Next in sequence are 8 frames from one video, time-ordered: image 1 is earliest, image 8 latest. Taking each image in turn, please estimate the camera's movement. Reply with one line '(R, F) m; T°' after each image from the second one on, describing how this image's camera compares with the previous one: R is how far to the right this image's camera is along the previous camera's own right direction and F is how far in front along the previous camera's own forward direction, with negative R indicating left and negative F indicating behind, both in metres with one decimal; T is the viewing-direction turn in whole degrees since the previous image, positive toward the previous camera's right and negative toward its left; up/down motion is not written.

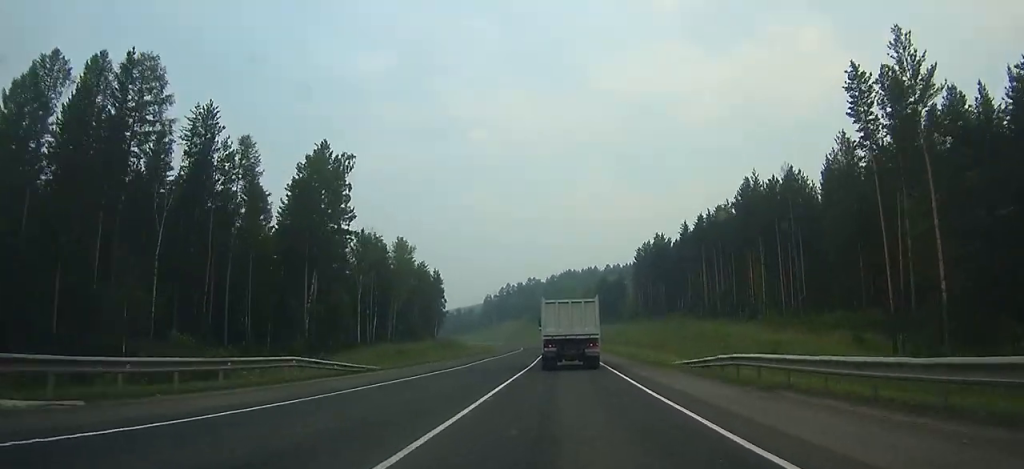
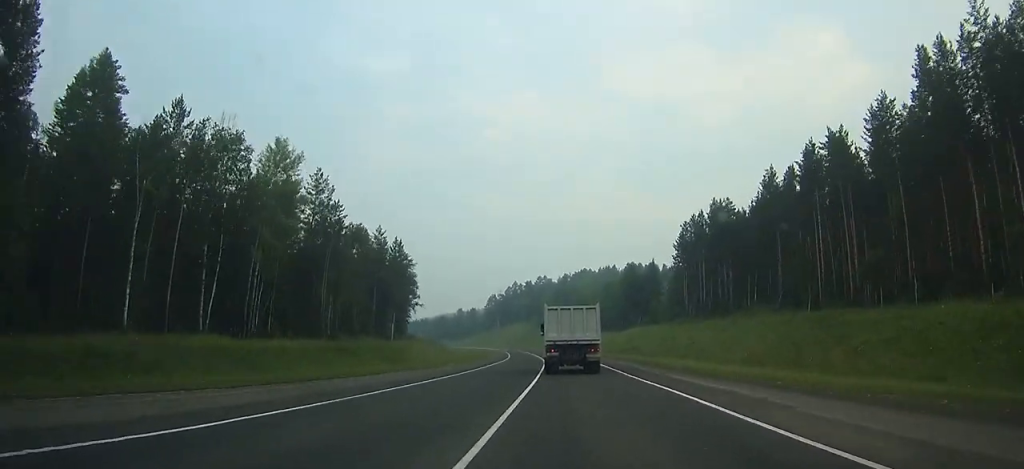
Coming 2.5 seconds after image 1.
(-0.3, +57.1) m; -1°
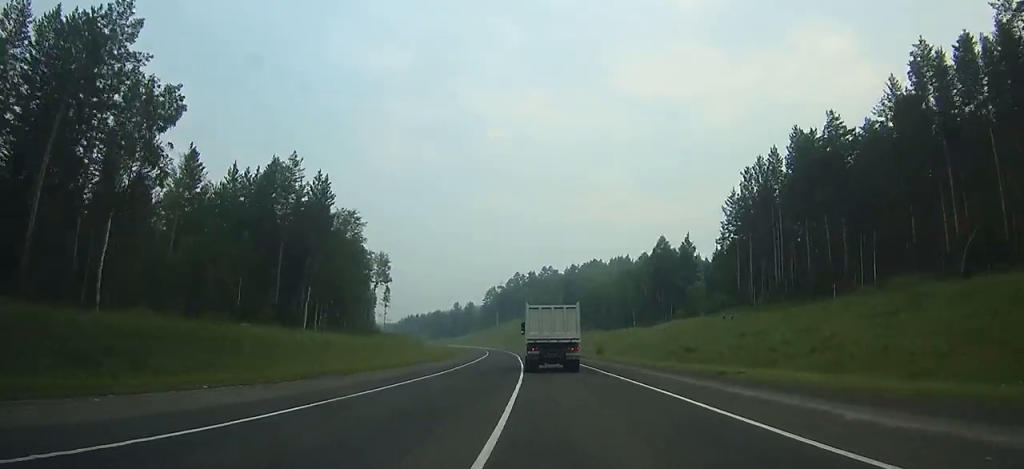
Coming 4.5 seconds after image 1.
(0.0, +44.5) m; -2°
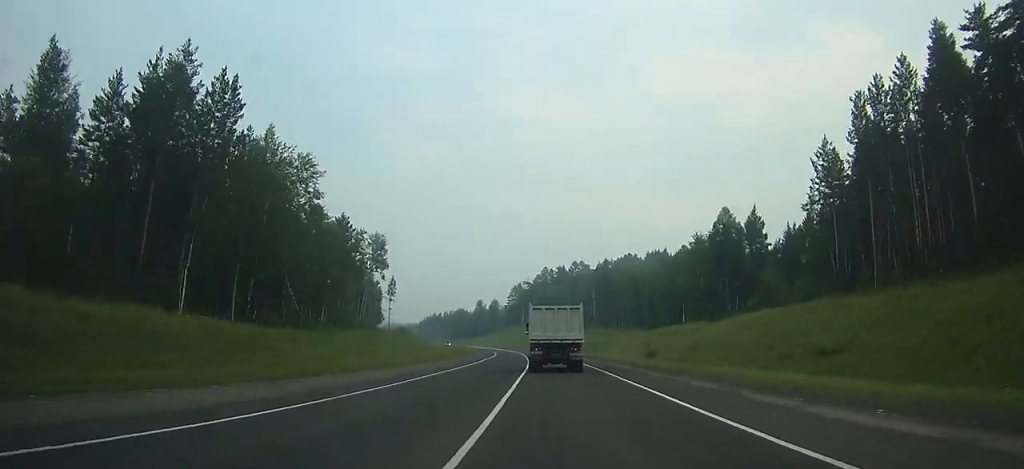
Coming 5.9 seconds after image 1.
(-0.8, +30.3) m; -2°
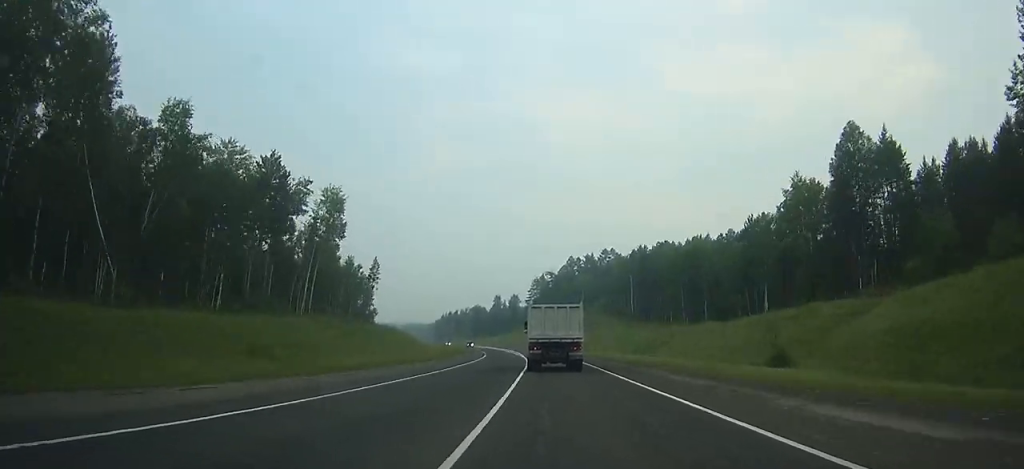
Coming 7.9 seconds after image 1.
(-0.9, +43.3) m; -3°
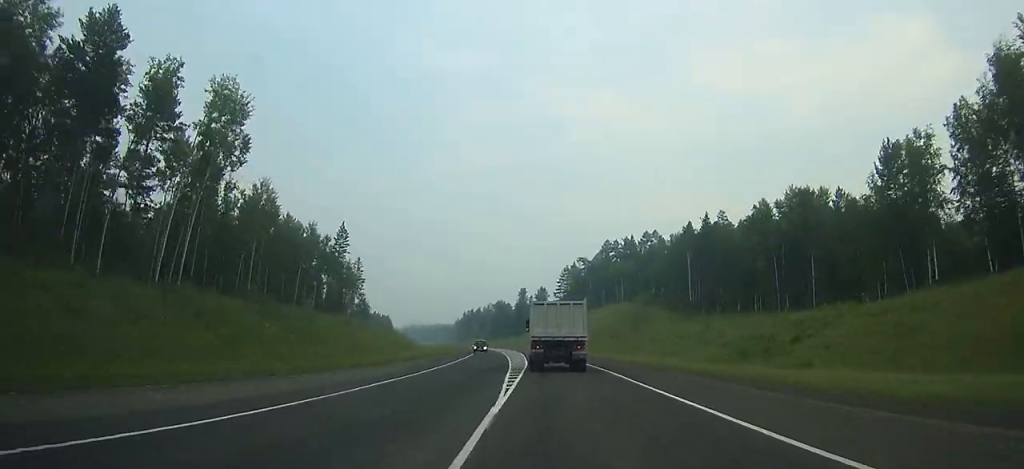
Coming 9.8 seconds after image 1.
(-1.1, +41.0) m; -3°
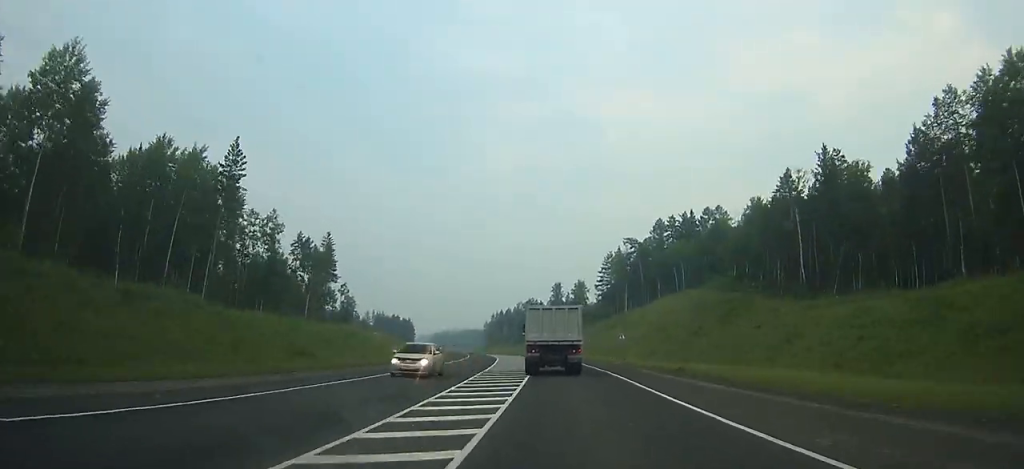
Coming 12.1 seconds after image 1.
(-1.5, +52.0) m; -3°
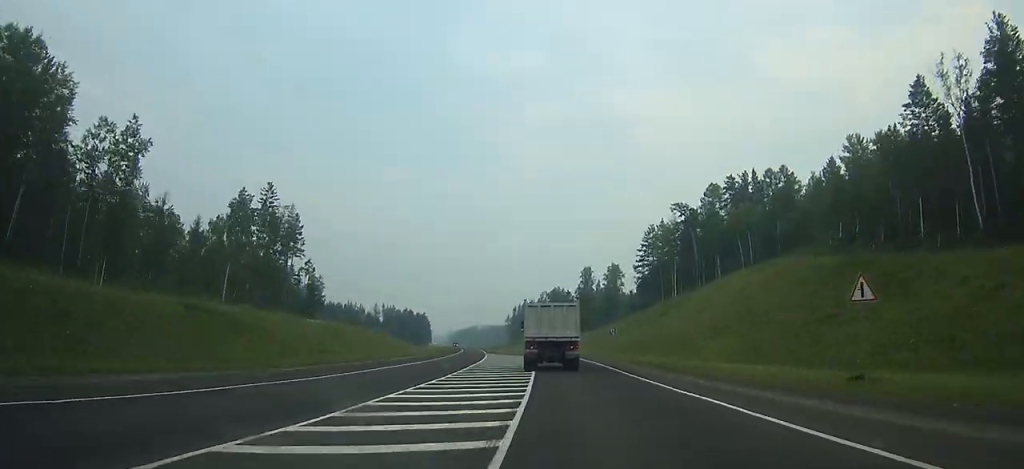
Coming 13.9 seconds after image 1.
(-0.6, +40.9) m; -3°
